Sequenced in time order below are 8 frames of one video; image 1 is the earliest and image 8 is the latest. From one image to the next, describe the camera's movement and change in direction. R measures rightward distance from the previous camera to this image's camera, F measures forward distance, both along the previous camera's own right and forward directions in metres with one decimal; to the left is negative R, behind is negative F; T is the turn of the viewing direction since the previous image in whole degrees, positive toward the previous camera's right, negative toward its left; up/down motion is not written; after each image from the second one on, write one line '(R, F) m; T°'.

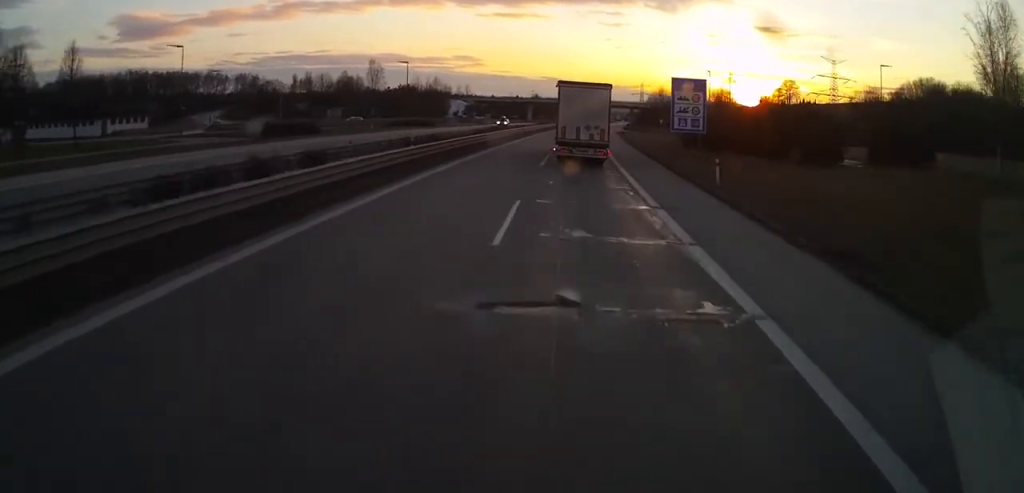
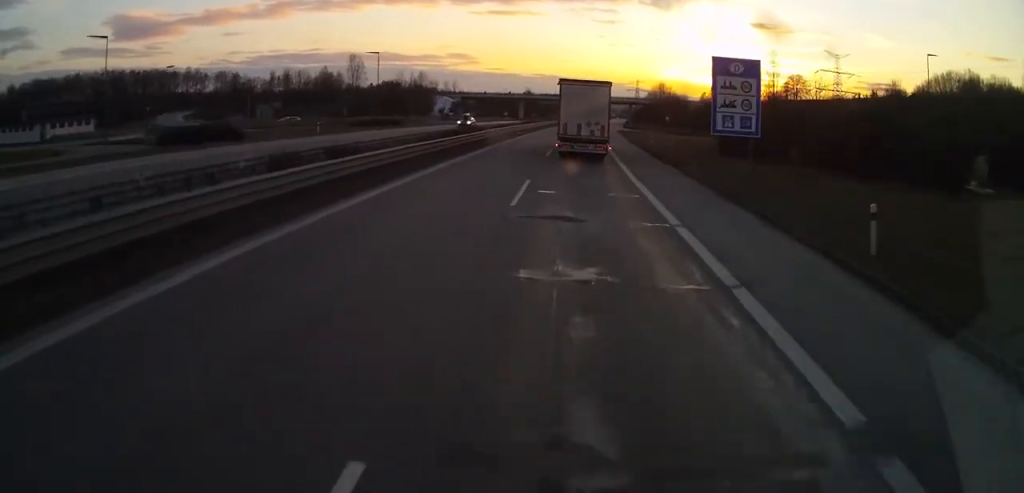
(0.0, +13.5) m; 0°
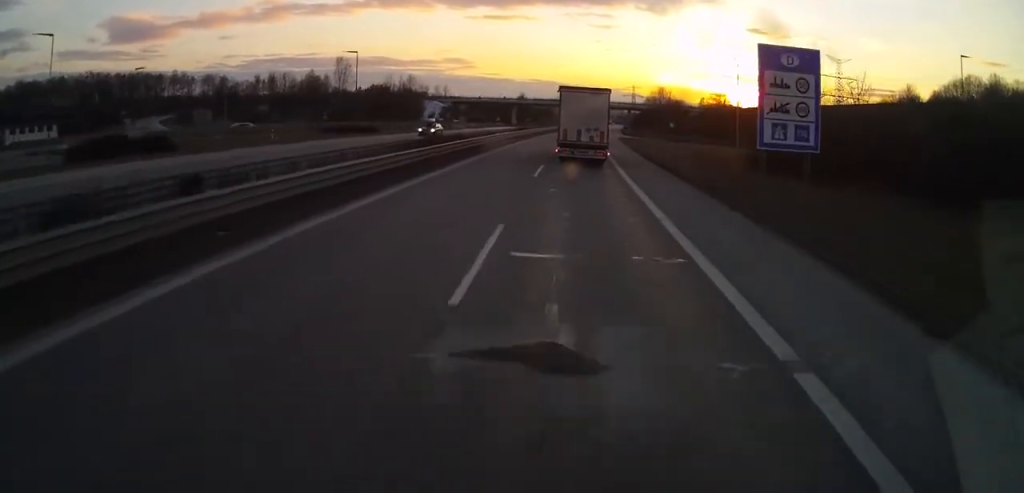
(0.0, +8.0) m; 0°
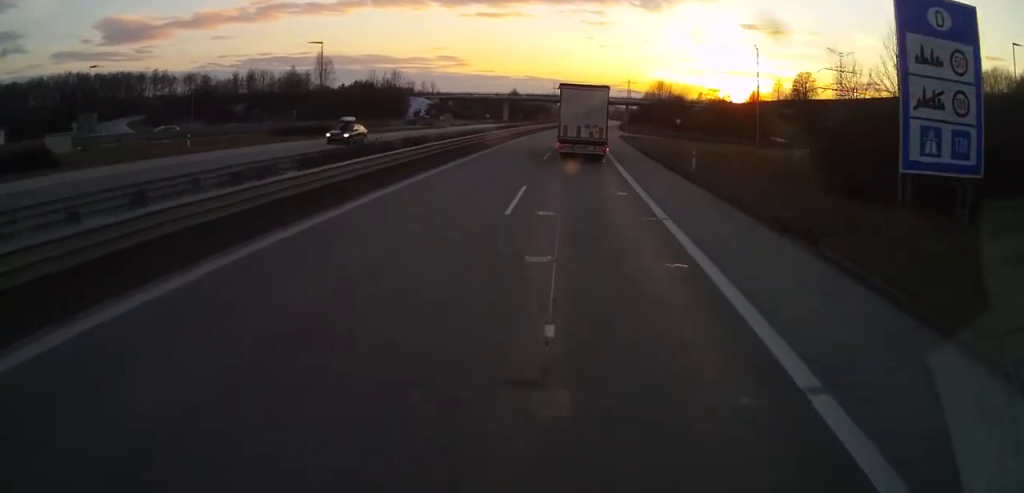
(0.0, +10.5) m; 0°
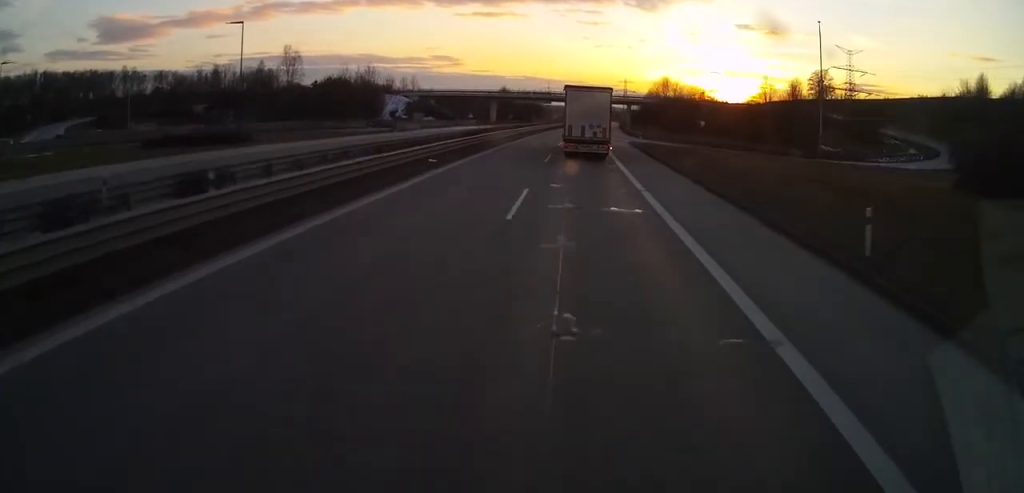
(0.0, +18.6) m; 0°
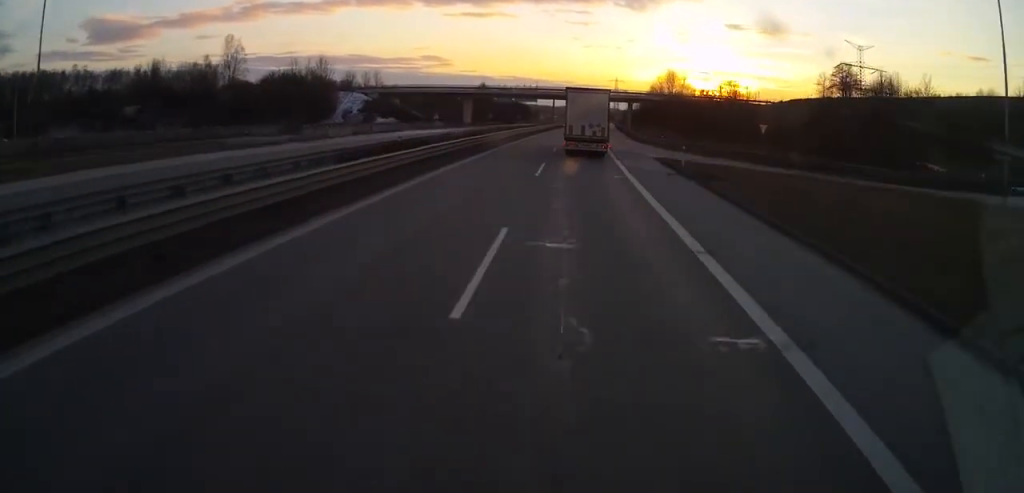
(0.0, +24.8) m; 0°
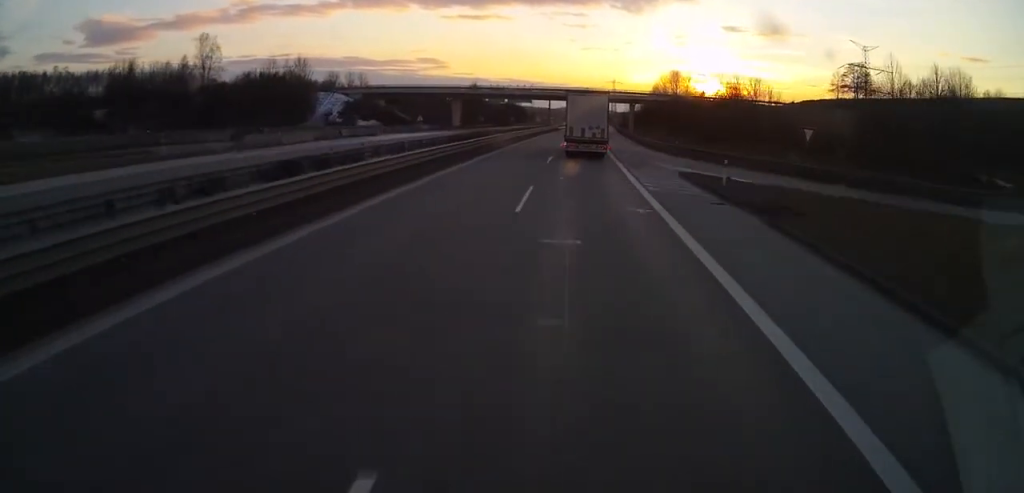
(0.0, +9.3) m; 0°
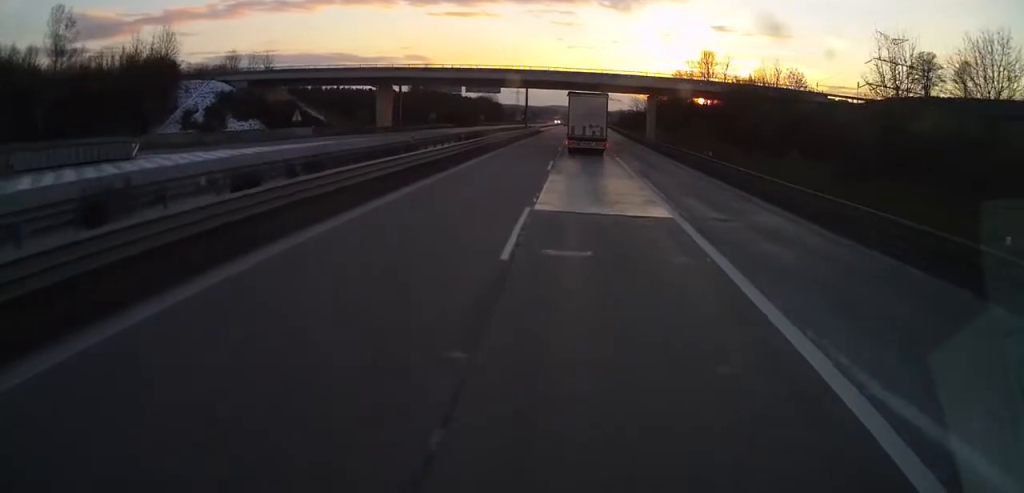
(+1.0, +40.4) m; +3°
